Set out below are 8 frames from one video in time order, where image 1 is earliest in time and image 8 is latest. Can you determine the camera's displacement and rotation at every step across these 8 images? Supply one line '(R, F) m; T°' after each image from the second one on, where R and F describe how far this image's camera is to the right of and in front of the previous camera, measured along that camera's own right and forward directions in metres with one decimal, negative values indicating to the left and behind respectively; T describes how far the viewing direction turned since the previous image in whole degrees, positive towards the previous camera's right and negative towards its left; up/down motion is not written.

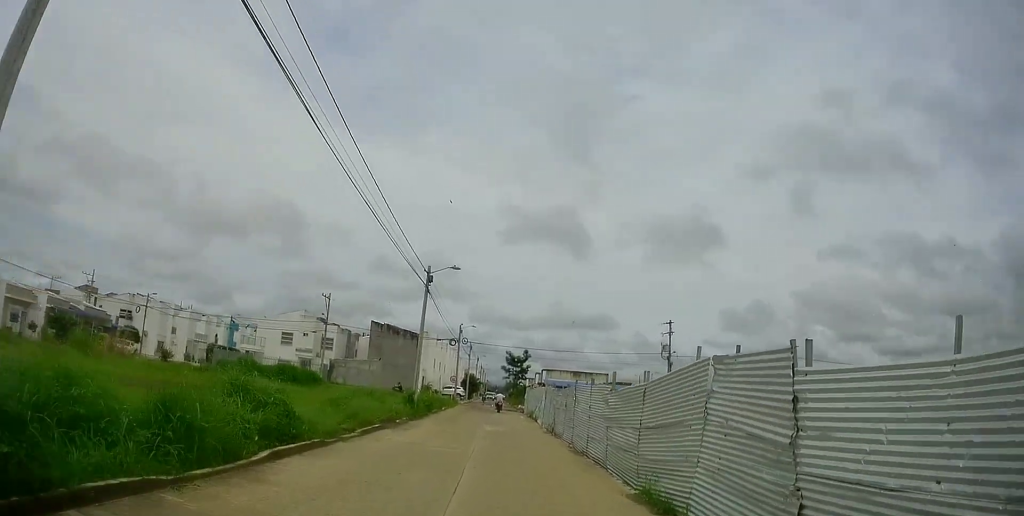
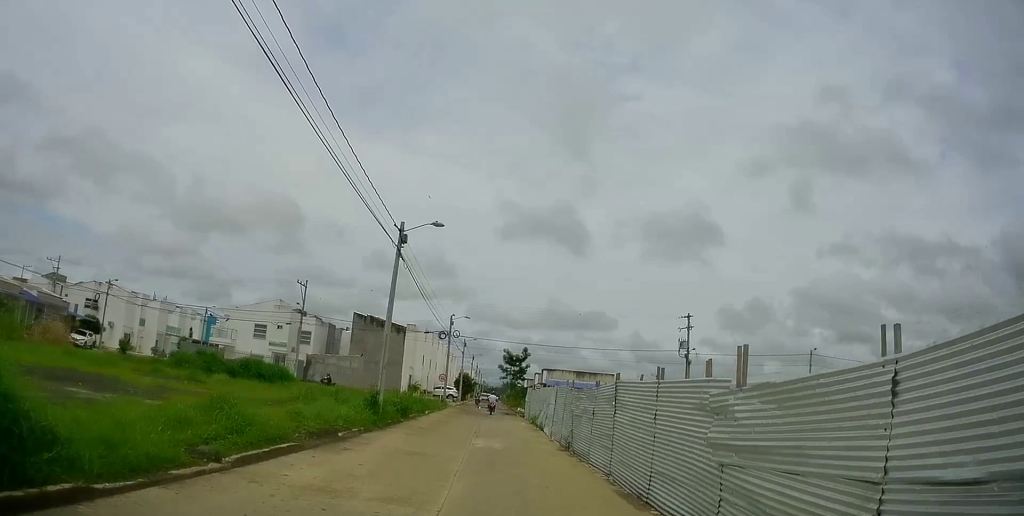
(0.0, +7.4) m; -1°
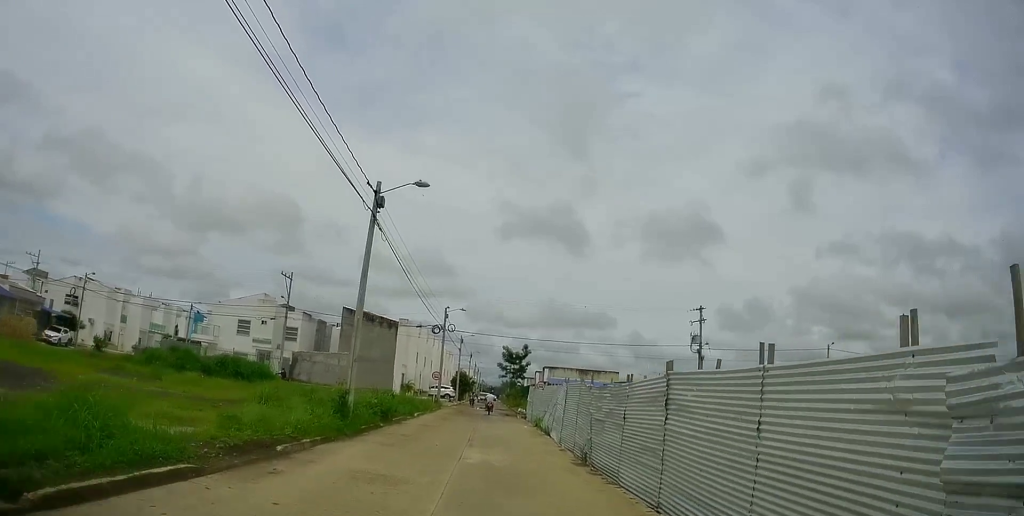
(+0.1, +4.0) m; -1°
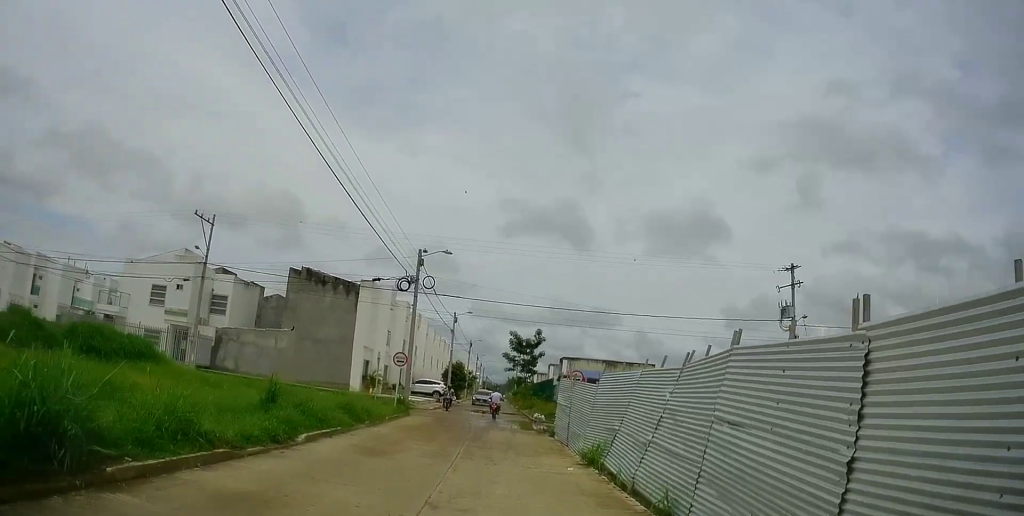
(-0.1, +16.8) m; +2°
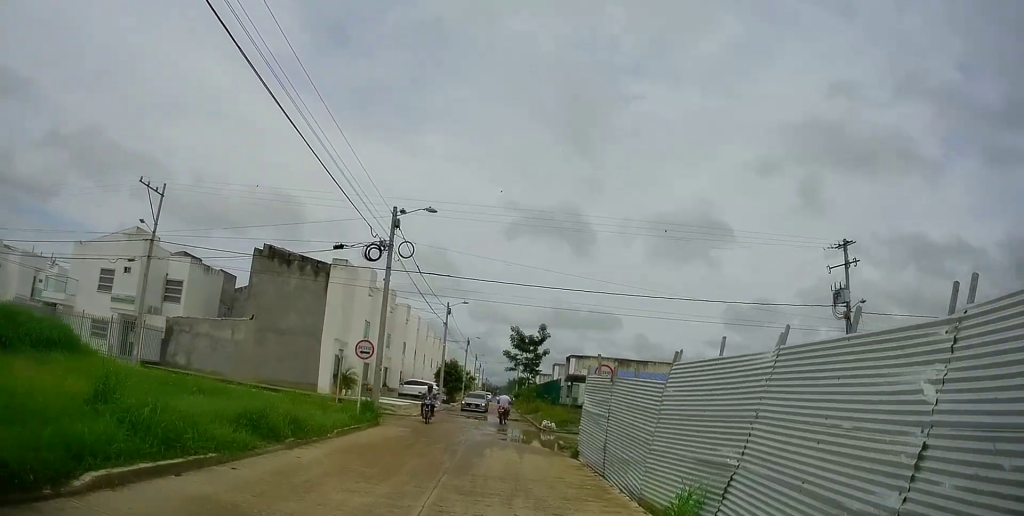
(0.0, +7.2) m; 0°
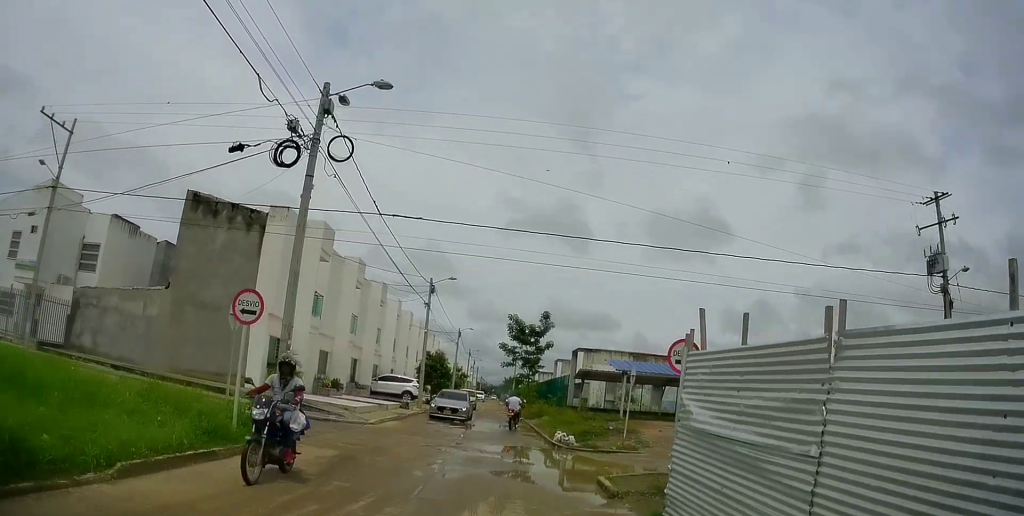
(0.0, +9.5) m; 0°
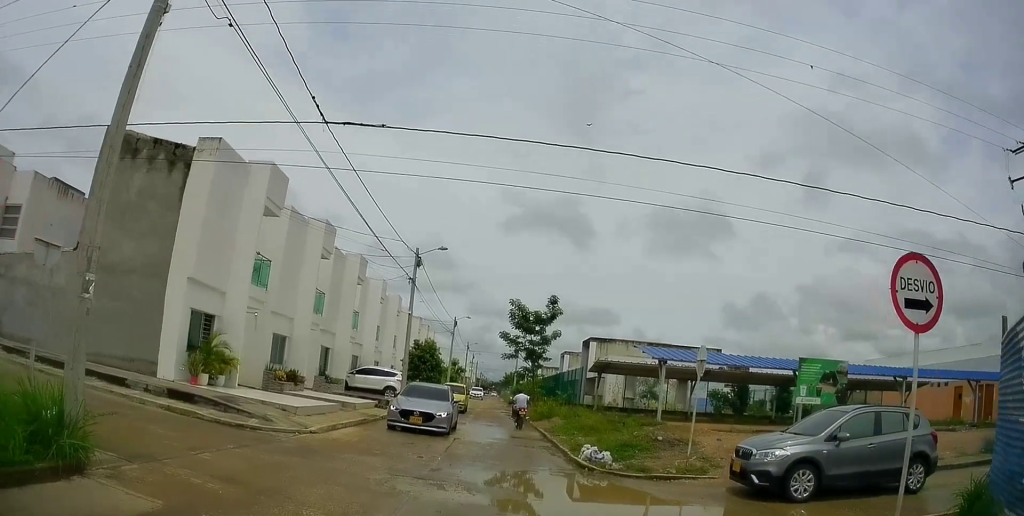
(-0.1, +8.2) m; -4°
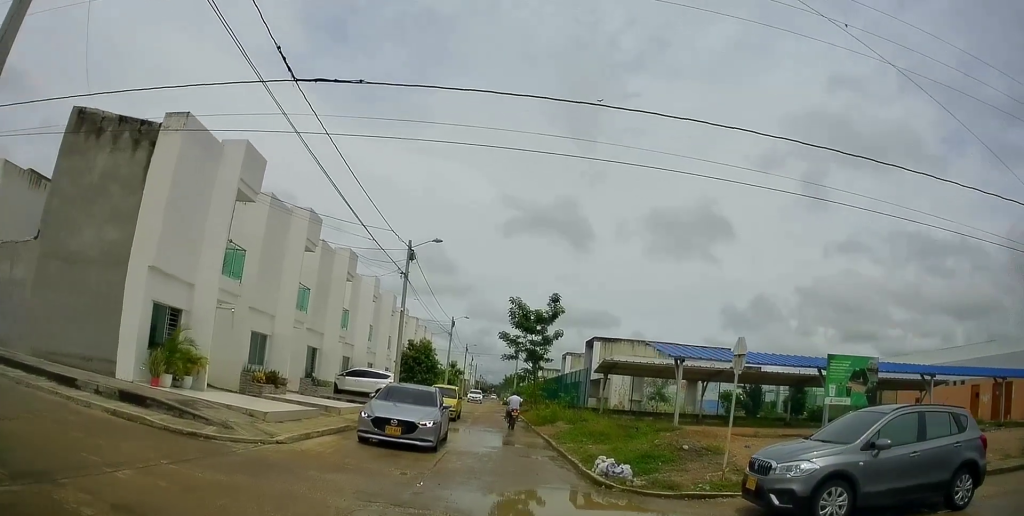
(-0.3, +3.9) m; 0°
